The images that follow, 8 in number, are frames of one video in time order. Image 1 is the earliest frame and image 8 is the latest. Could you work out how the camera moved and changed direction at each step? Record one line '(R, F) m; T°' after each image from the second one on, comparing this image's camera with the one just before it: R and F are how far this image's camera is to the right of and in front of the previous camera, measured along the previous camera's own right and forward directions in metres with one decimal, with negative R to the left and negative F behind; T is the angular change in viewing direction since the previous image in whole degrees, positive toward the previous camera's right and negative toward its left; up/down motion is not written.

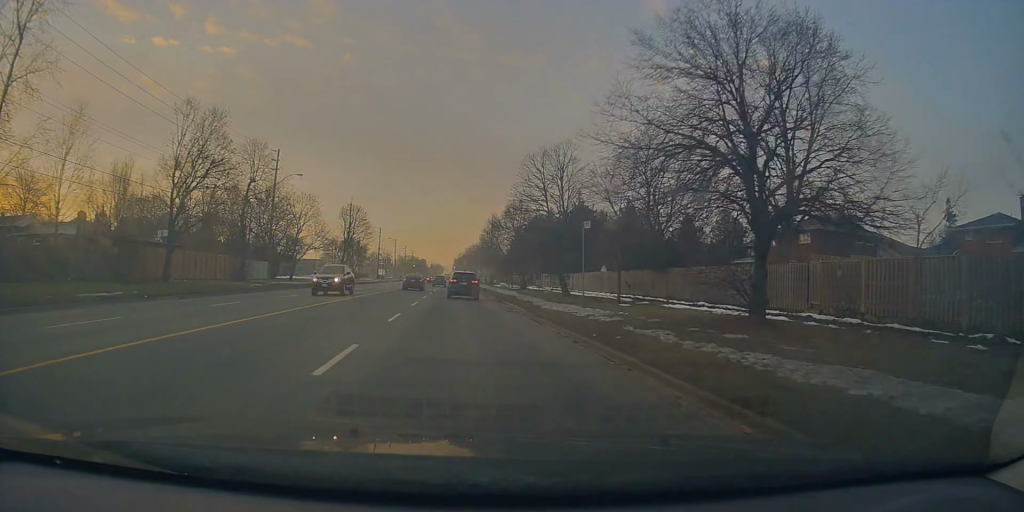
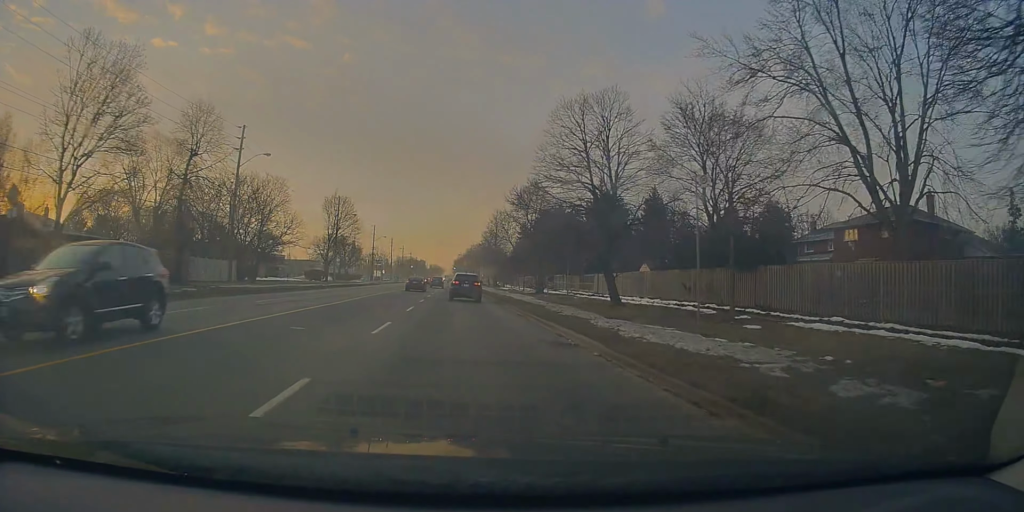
(+0.4, +11.3) m; 0°
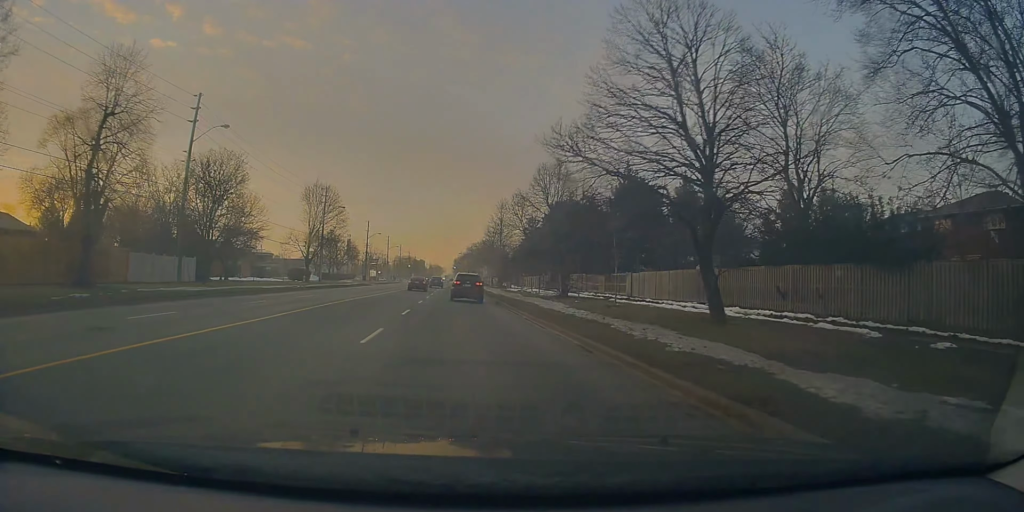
(-0.4, +10.4) m; 0°
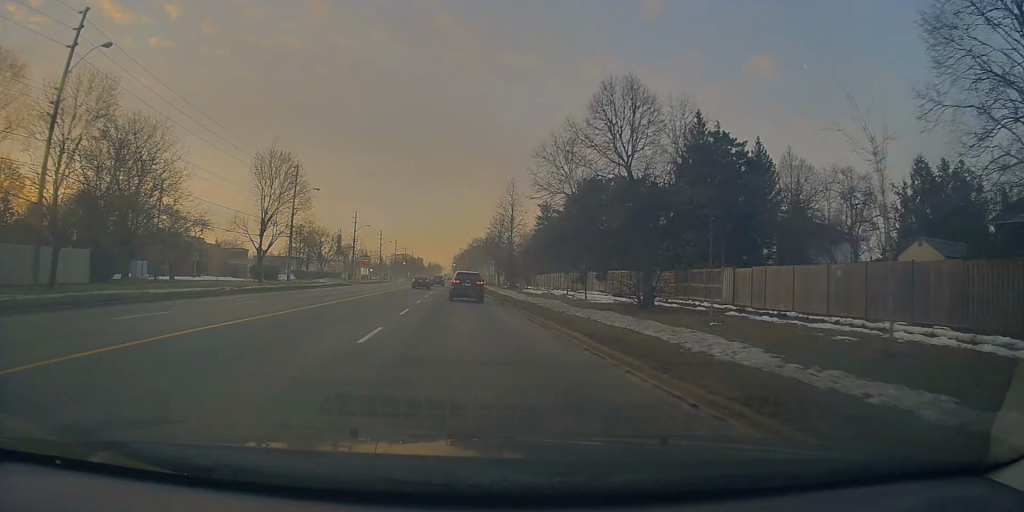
(0.0, +16.8) m; 0°
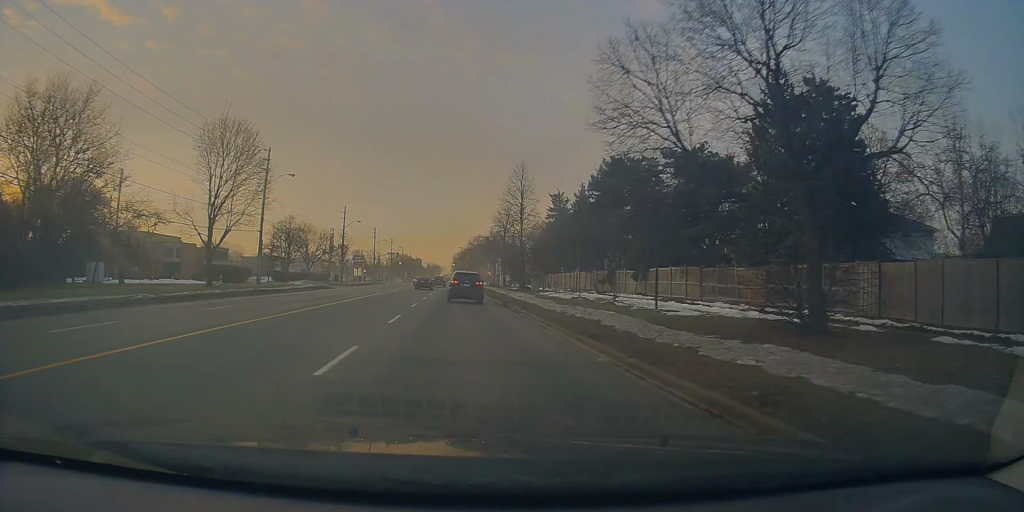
(0.0, +11.1) m; 0°
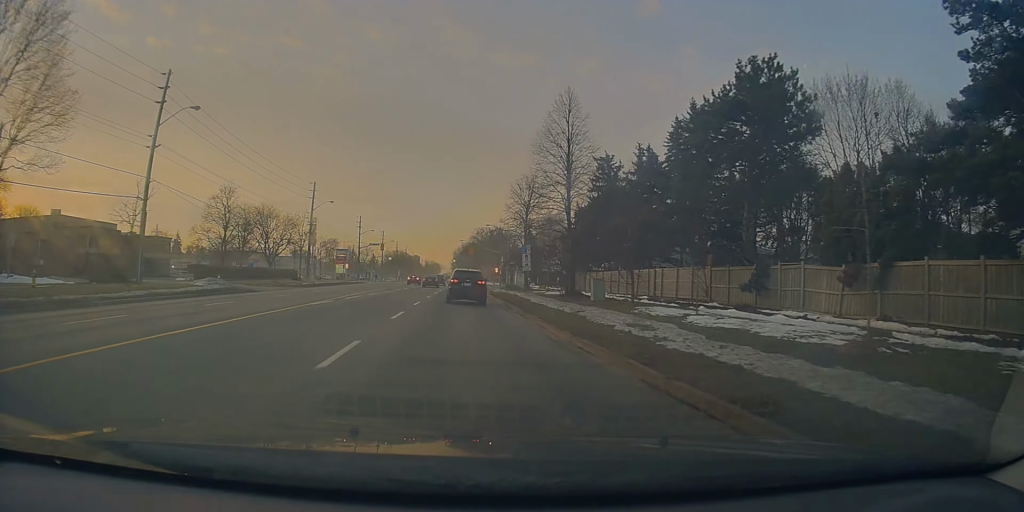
(-0.1, +24.8) m; 0°
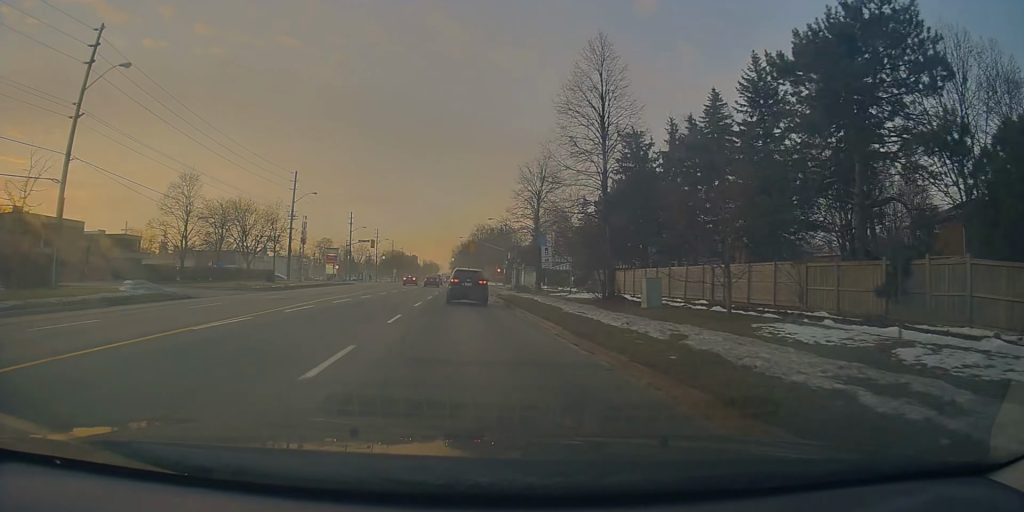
(-0.1, +9.4) m; 0°
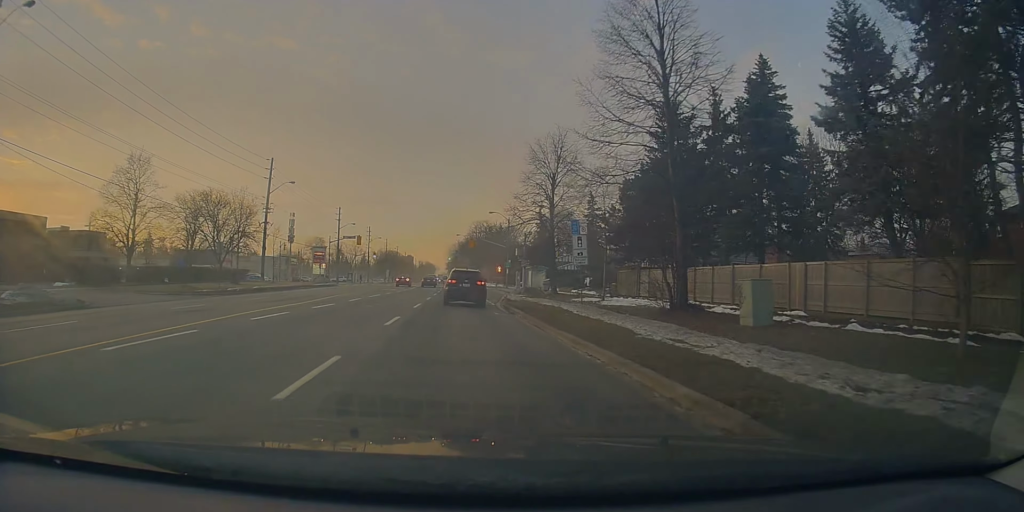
(-0.1, +9.4) m; 0°
